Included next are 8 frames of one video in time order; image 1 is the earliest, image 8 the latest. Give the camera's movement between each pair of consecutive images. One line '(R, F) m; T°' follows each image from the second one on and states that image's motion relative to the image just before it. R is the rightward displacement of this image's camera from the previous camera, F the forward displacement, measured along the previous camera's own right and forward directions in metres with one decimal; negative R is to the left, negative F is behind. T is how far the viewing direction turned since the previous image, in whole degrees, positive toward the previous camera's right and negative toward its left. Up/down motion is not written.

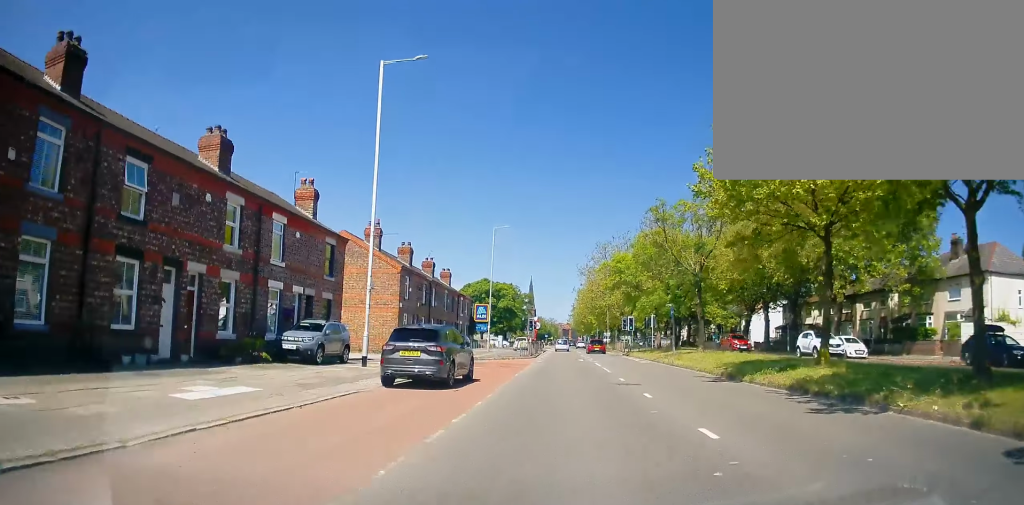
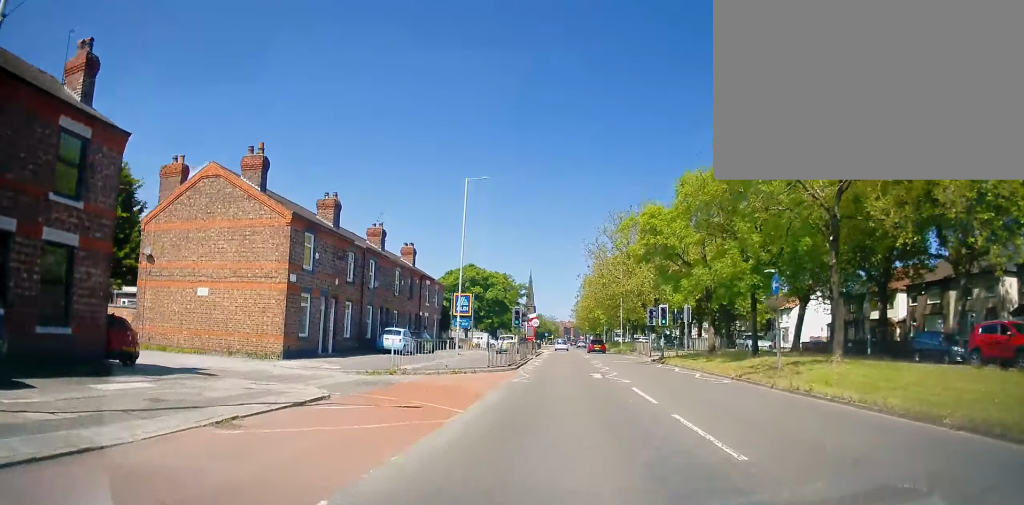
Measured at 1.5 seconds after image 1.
(-0.3, +17.6) m; -2°
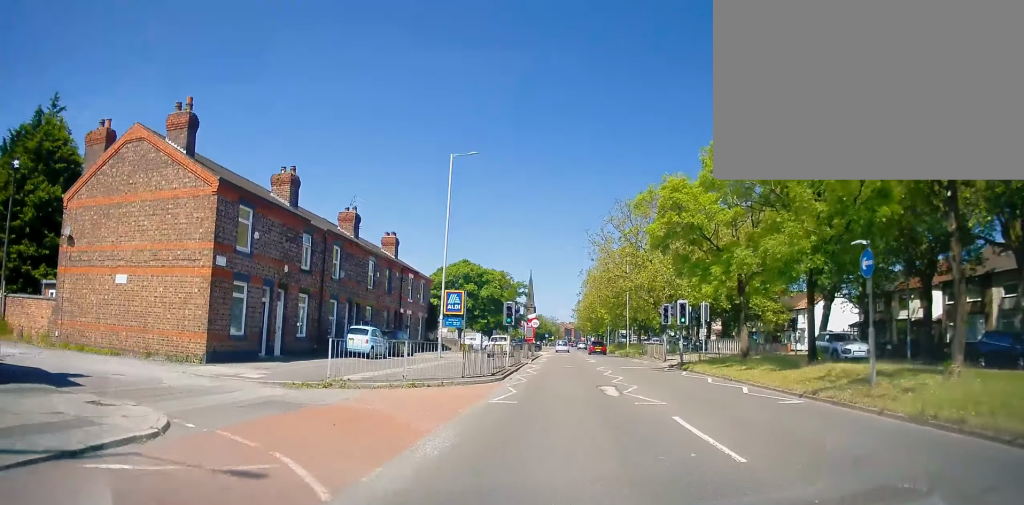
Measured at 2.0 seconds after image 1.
(0.0, +5.9) m; -1°
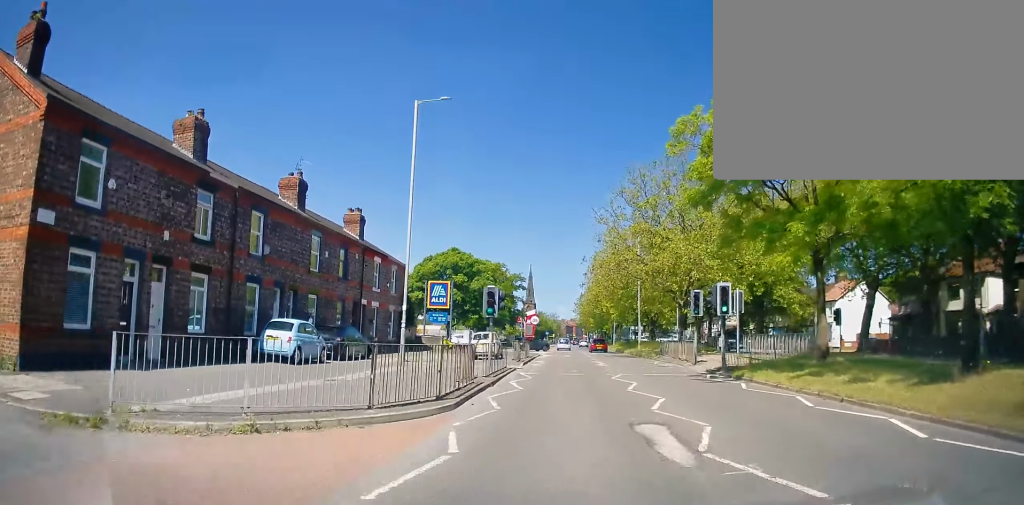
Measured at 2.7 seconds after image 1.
(-0.1, +8.2) m; 0°
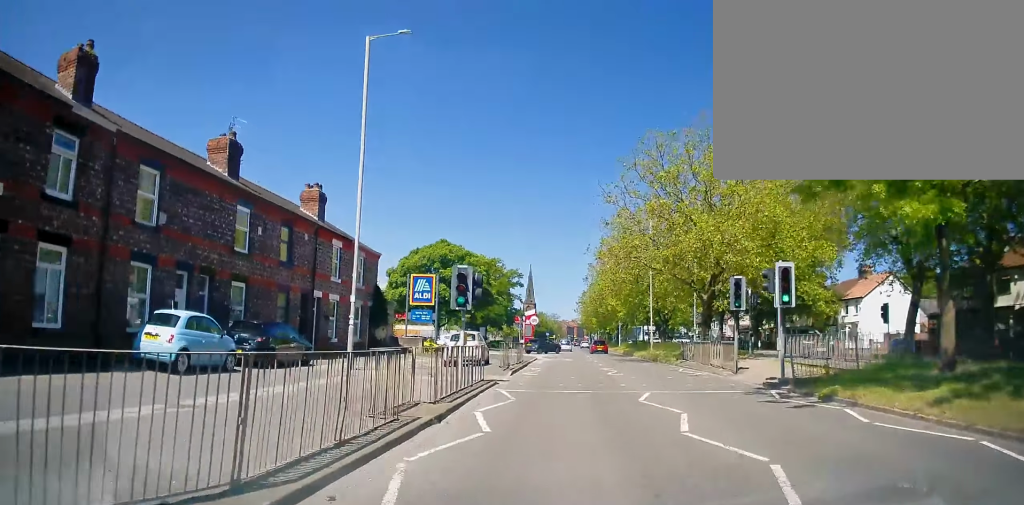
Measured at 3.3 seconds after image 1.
(+0.1, +6.7) m; +1°
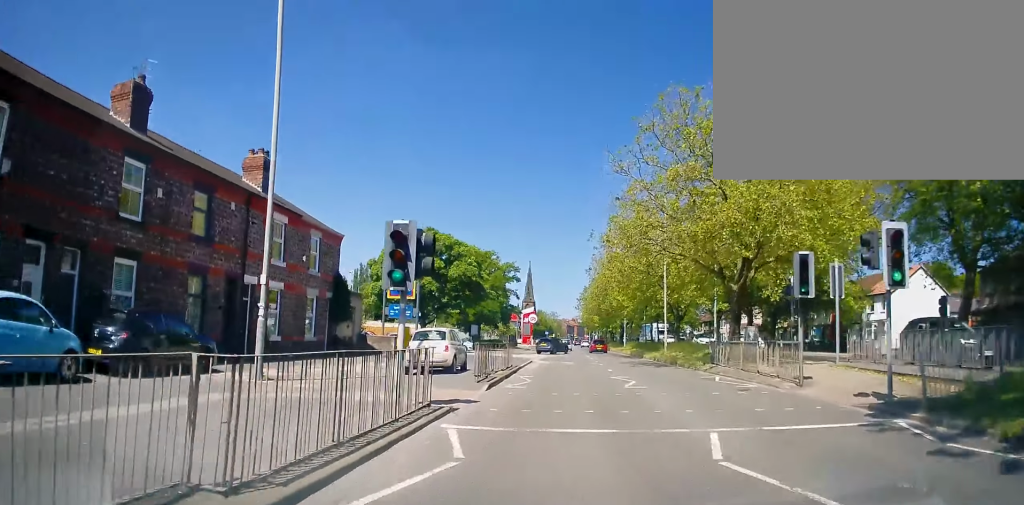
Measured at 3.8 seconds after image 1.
(0.0, +6.3) m; +1°
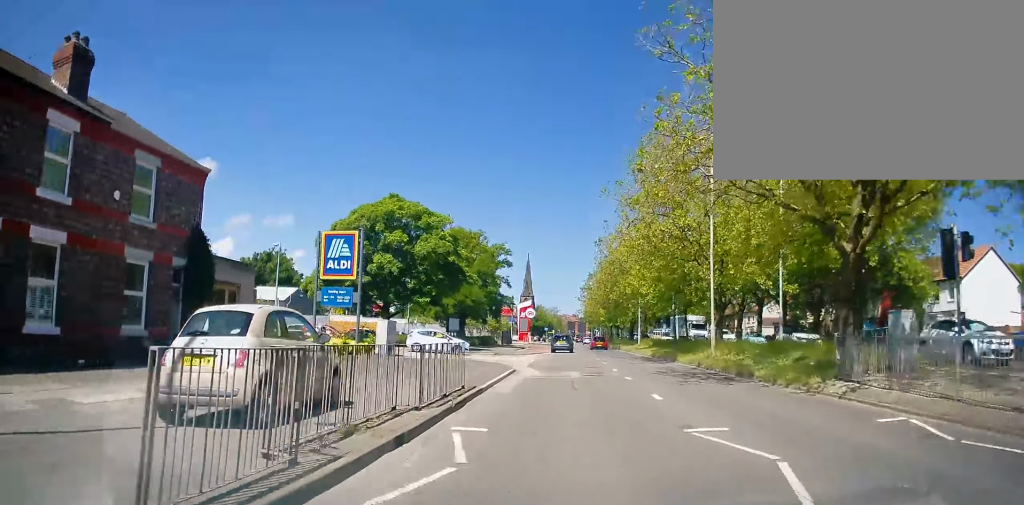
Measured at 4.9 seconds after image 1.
(+0.2, +12.4) m; +1°
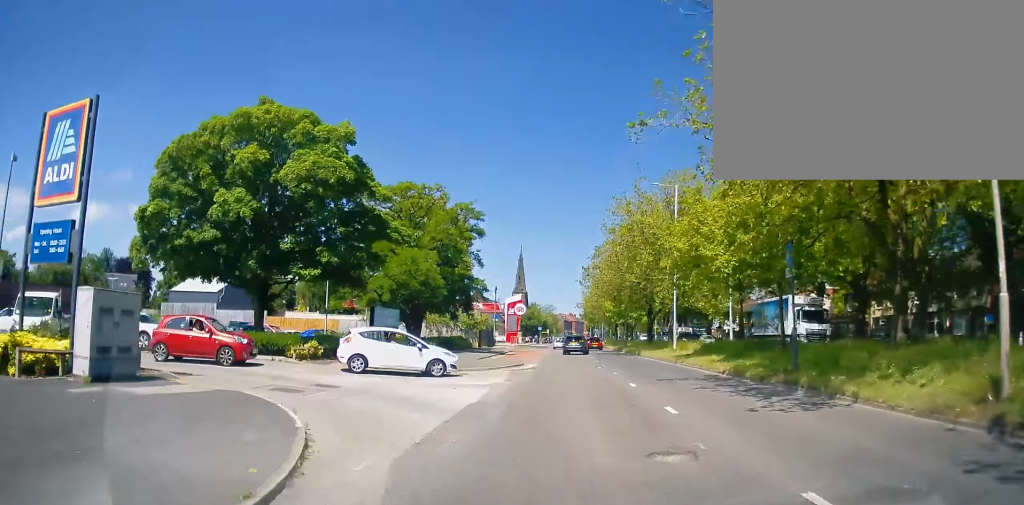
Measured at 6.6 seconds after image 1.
(-0.3, +19.3) m; -1°
